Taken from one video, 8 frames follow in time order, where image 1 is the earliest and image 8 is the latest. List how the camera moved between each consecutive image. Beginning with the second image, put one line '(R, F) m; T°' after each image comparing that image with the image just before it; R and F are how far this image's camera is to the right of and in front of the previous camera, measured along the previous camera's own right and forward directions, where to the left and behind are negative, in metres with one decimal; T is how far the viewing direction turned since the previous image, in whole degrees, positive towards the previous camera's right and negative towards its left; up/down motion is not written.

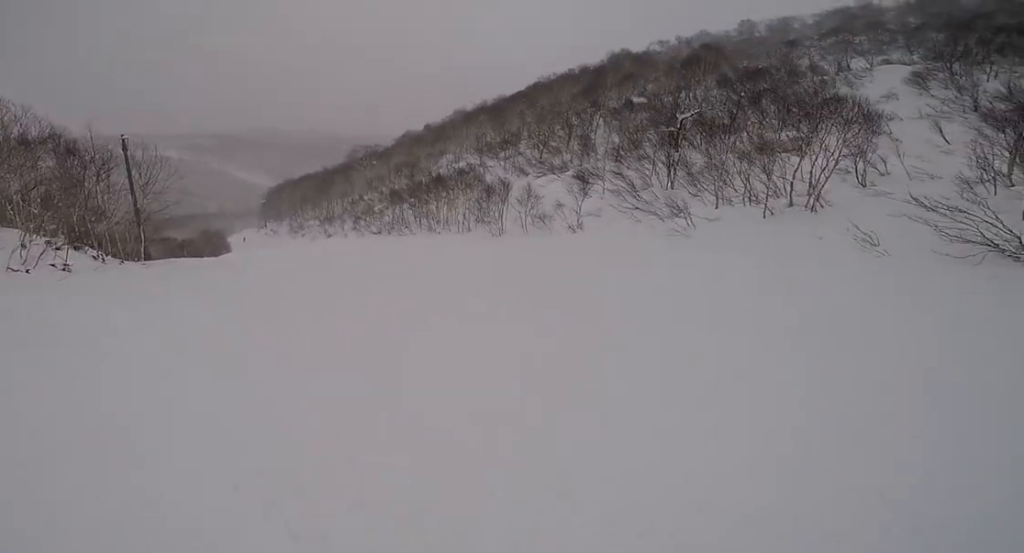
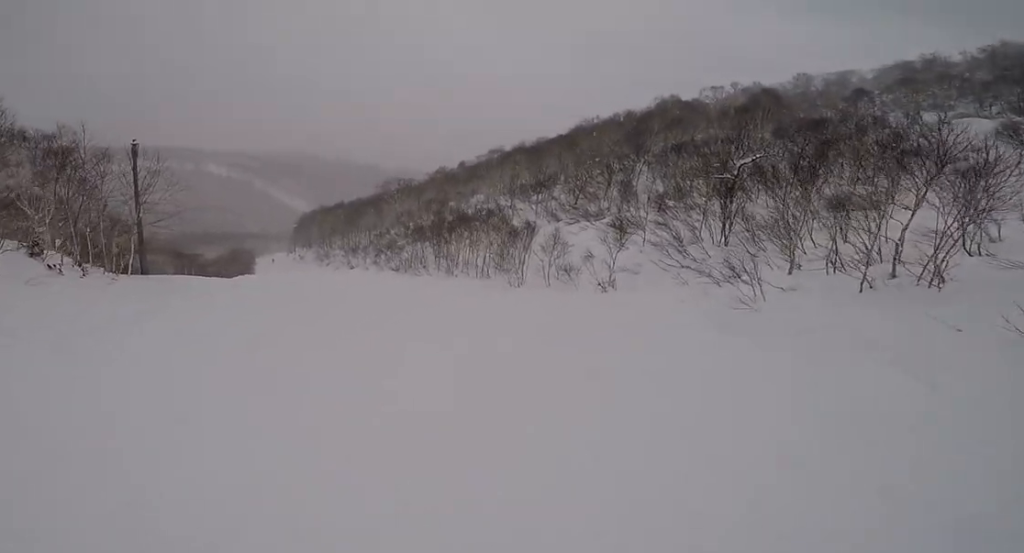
(+0.2, +4.2) m; -21°
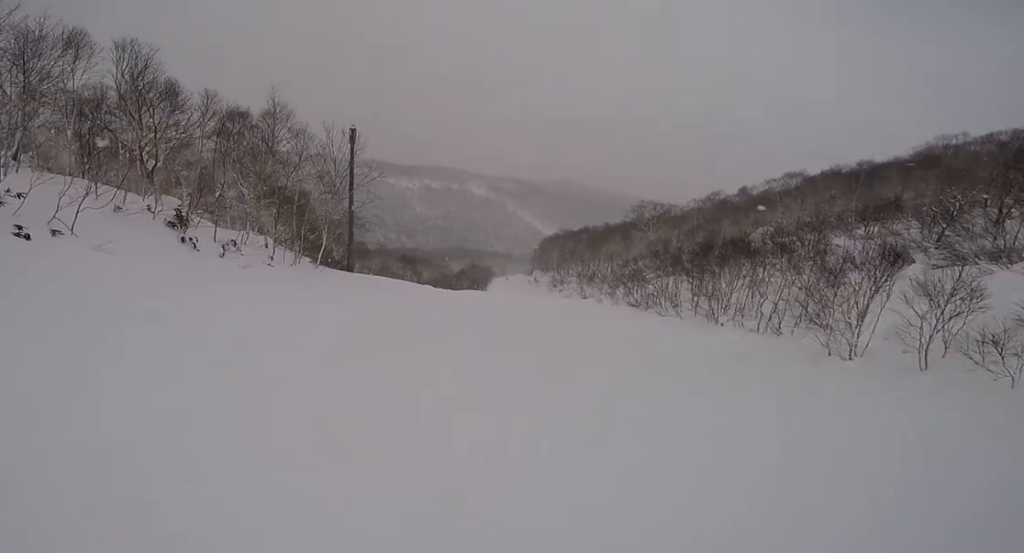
(-3.9, +7.2) m; -26°
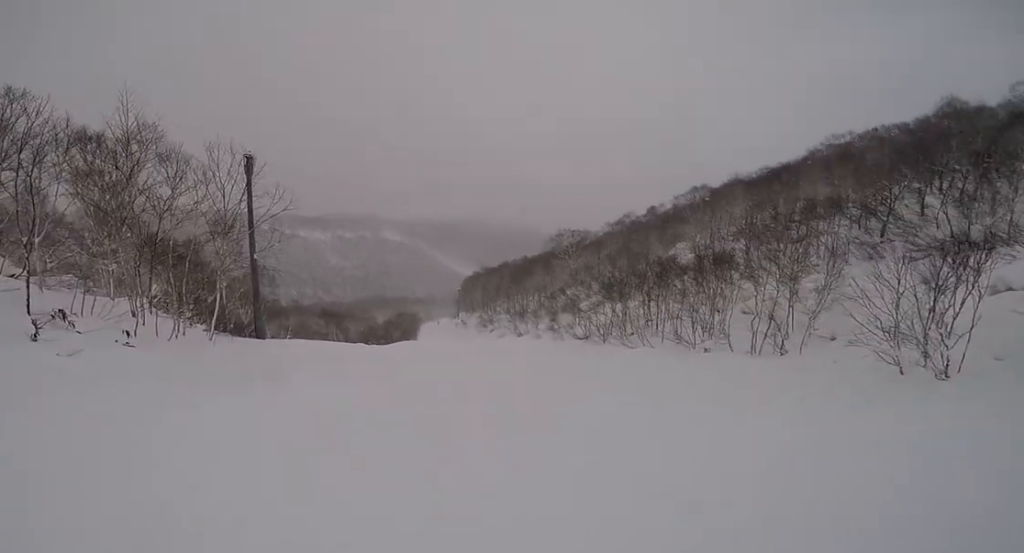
(+0.6, +5.8) m; +23°
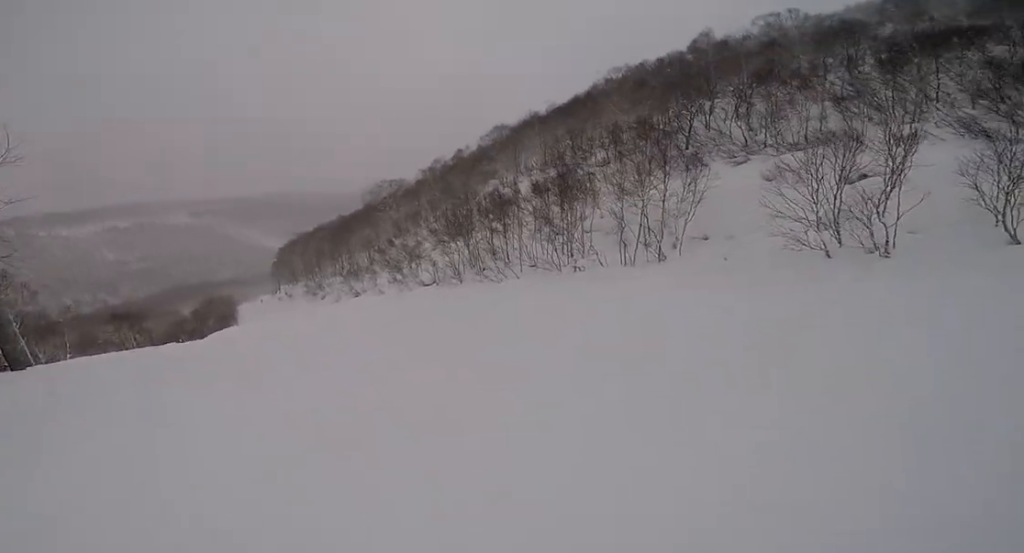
(+1.0, +4.6) m; +22°
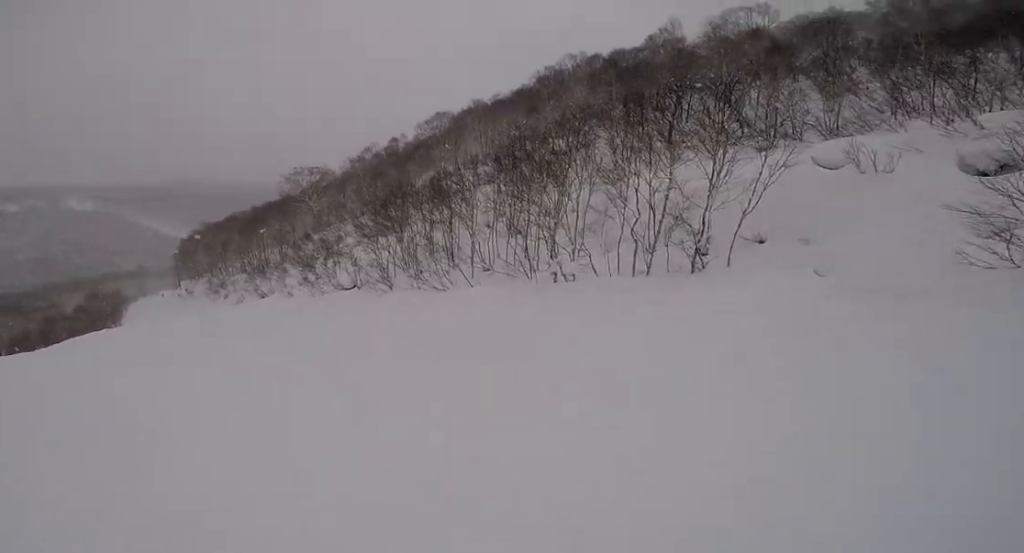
(+1.9, +8.3) m; -10°
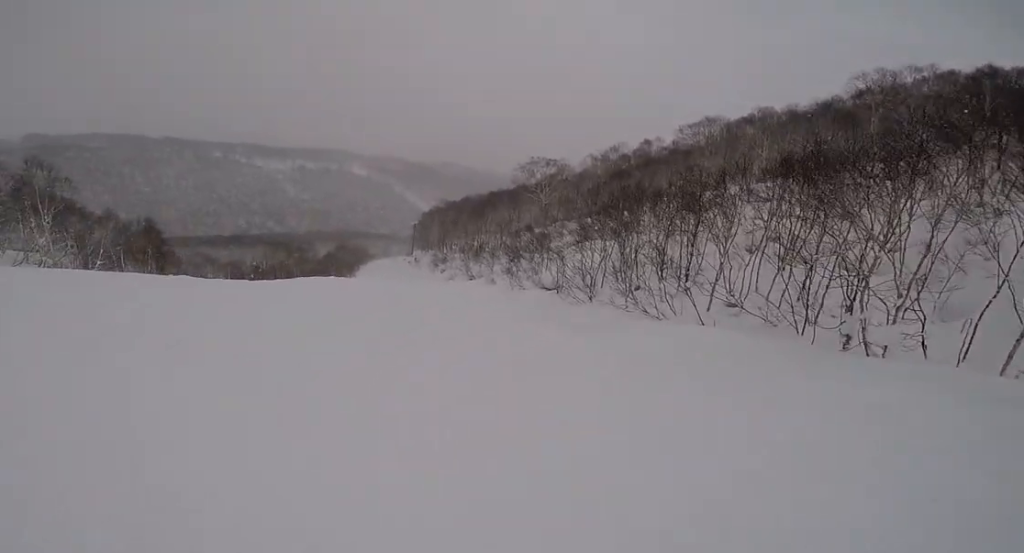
(-1.3, +3.1) m; -30°
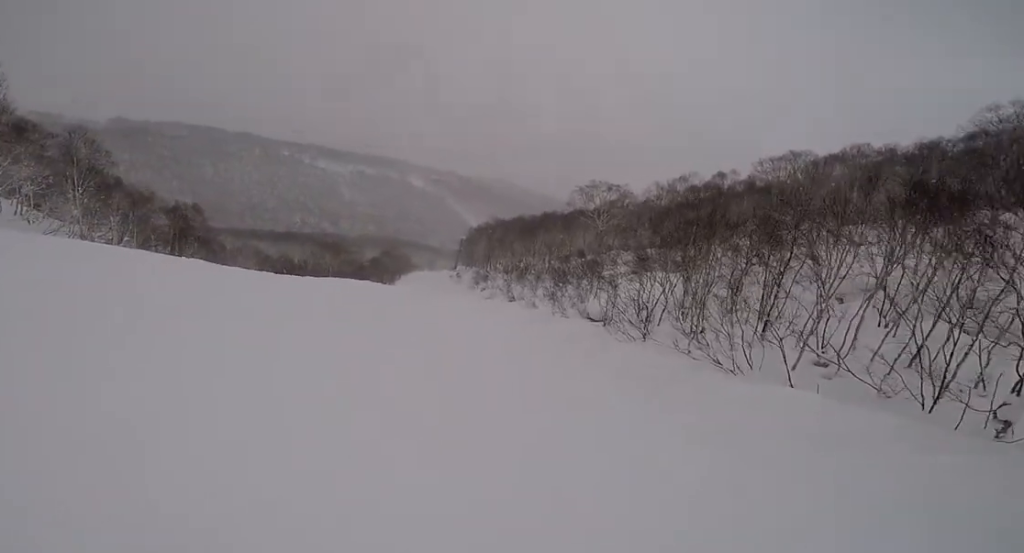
(-0.5, +2.4) m; -17°
